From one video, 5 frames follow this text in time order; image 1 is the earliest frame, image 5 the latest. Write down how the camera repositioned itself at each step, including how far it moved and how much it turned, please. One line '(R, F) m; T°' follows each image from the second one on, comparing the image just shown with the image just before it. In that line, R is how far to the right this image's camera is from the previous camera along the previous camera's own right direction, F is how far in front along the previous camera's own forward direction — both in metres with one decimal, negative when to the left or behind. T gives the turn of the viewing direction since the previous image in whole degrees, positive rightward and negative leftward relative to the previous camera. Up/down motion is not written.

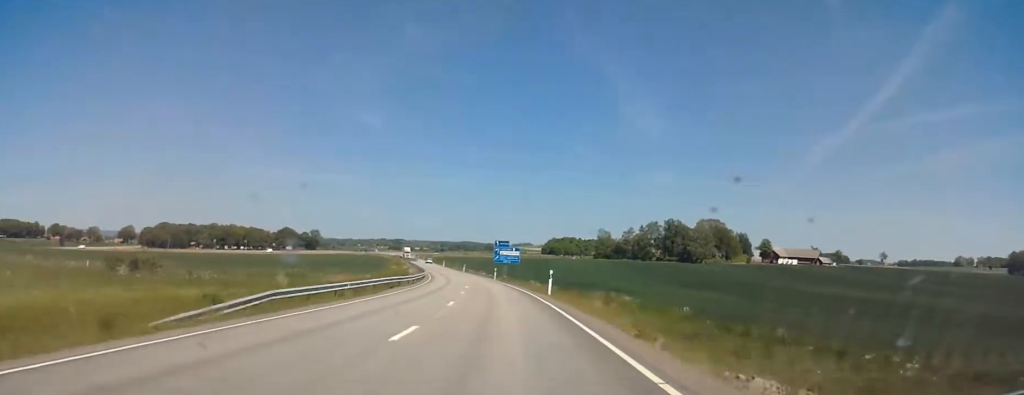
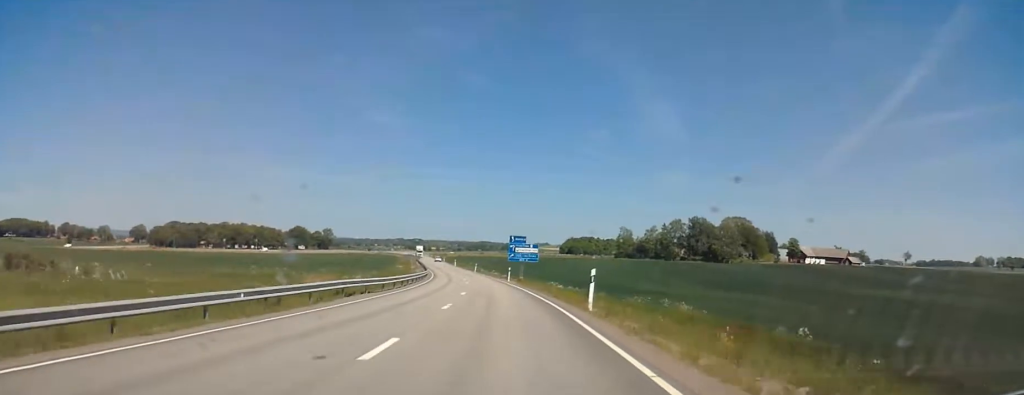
(-0.5, +14.5) m; -2°
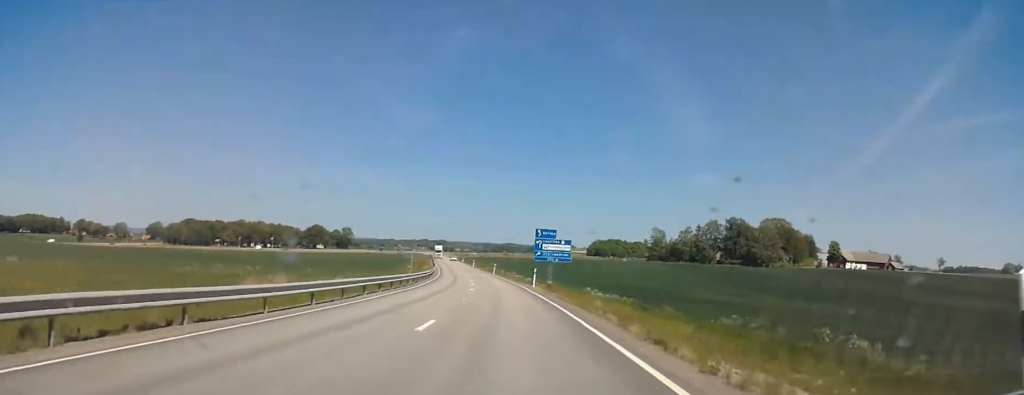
(-0.6, +19.8) m; -2°
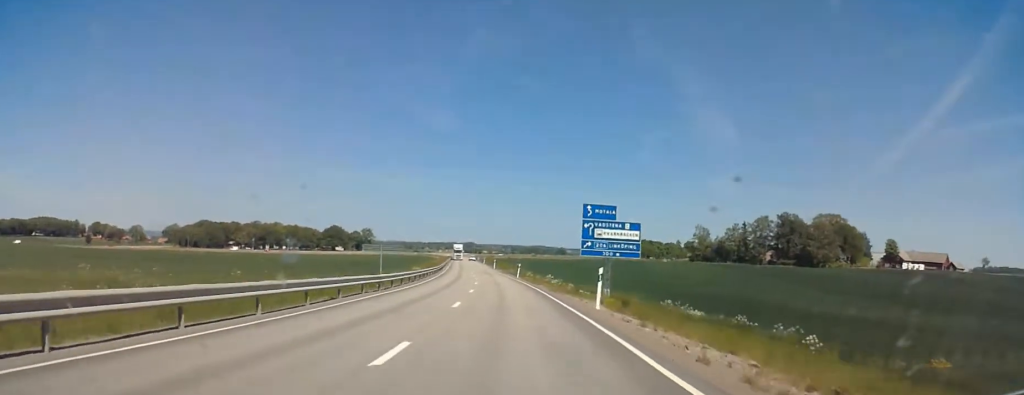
(-0.4, +29.5) m; -2°
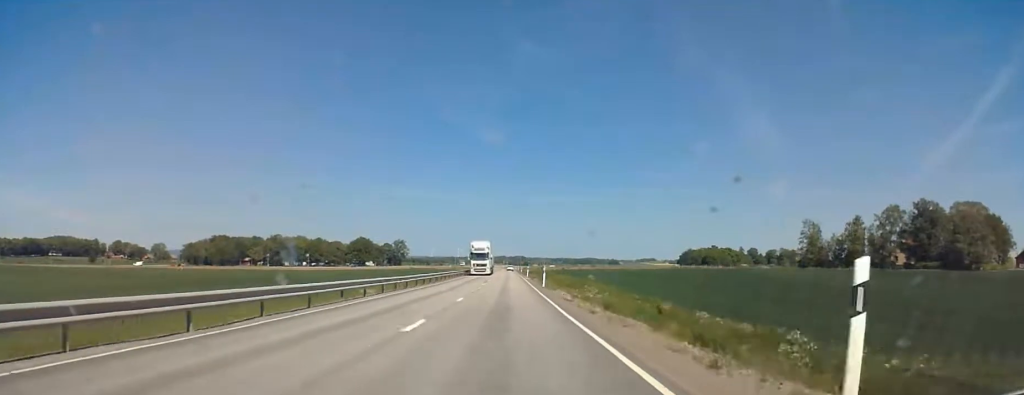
(-2.5, +68.8) m; -3°
